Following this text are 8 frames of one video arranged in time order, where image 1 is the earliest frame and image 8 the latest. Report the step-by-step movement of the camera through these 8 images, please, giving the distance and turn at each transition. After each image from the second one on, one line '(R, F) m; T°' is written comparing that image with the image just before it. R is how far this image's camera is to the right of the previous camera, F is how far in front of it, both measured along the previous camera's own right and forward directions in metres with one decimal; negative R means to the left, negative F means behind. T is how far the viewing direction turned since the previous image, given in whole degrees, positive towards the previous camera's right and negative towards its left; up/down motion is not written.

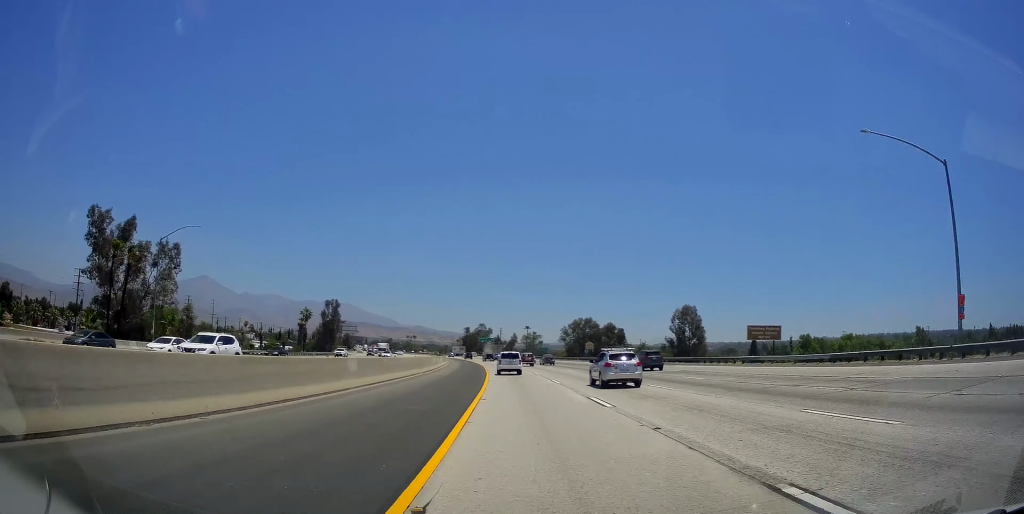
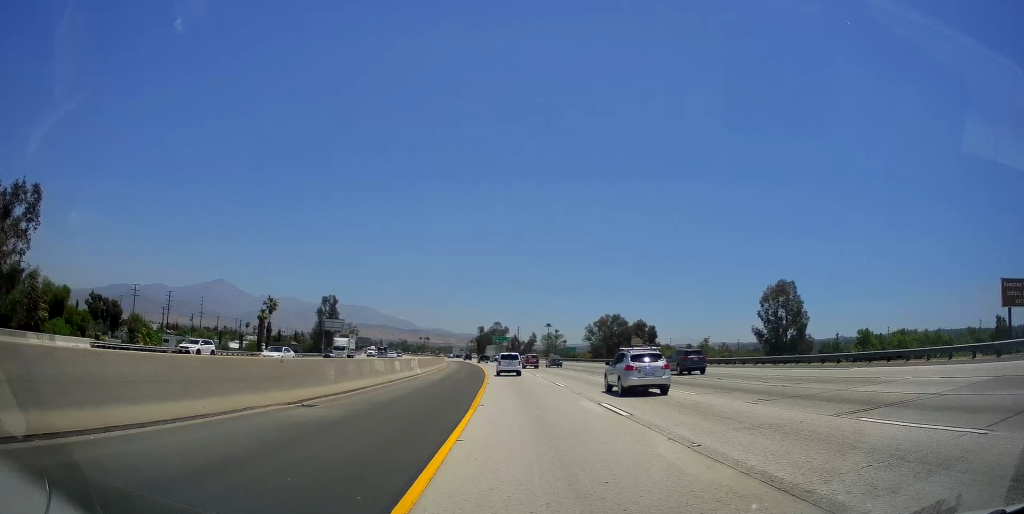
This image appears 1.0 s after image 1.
(-0.4, +32.0) m; -1°
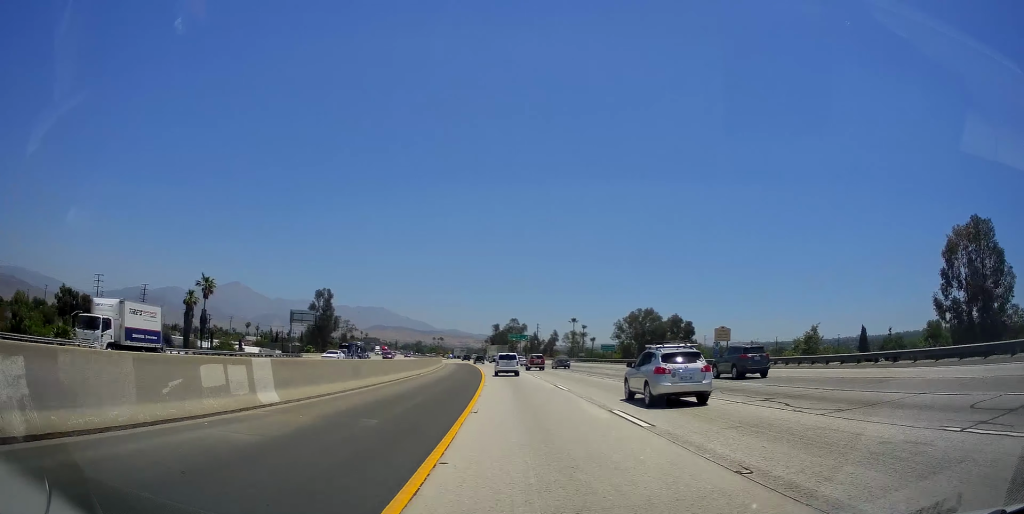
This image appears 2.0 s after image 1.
(-0.2, +30.8) m; -1°
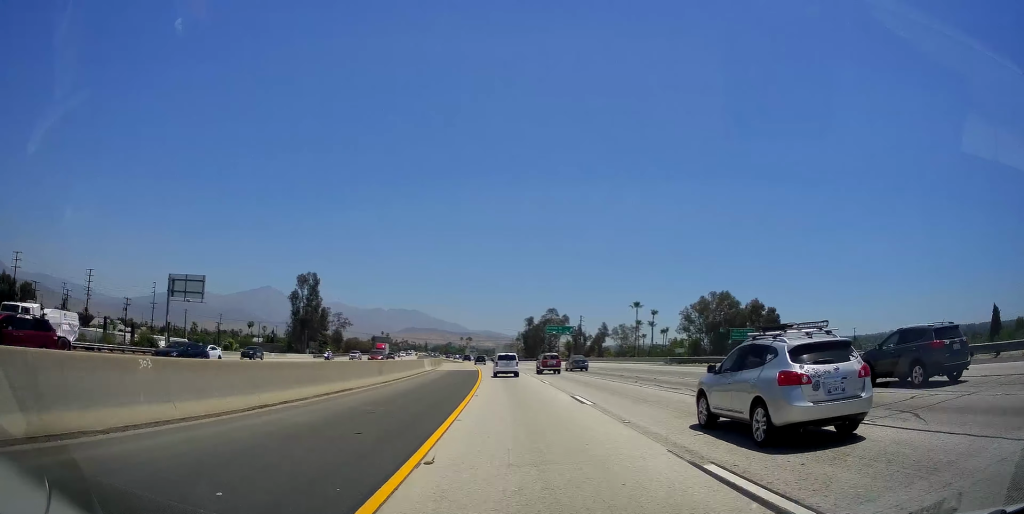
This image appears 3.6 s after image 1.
(-1.9, +49.8) m; -4°
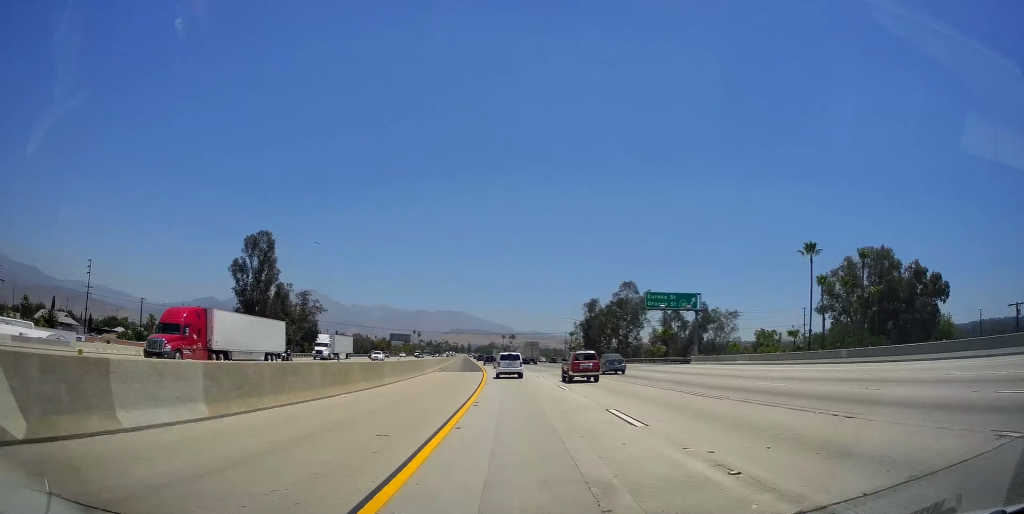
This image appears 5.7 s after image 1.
(-2.0, +66.4) m; -3°
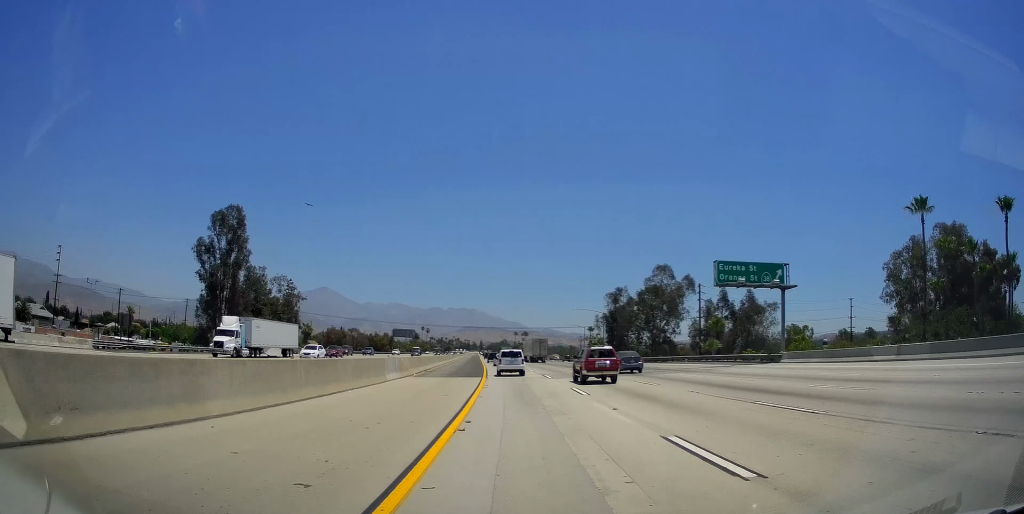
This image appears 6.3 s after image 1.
(-0.4, +19.3) m; -1°
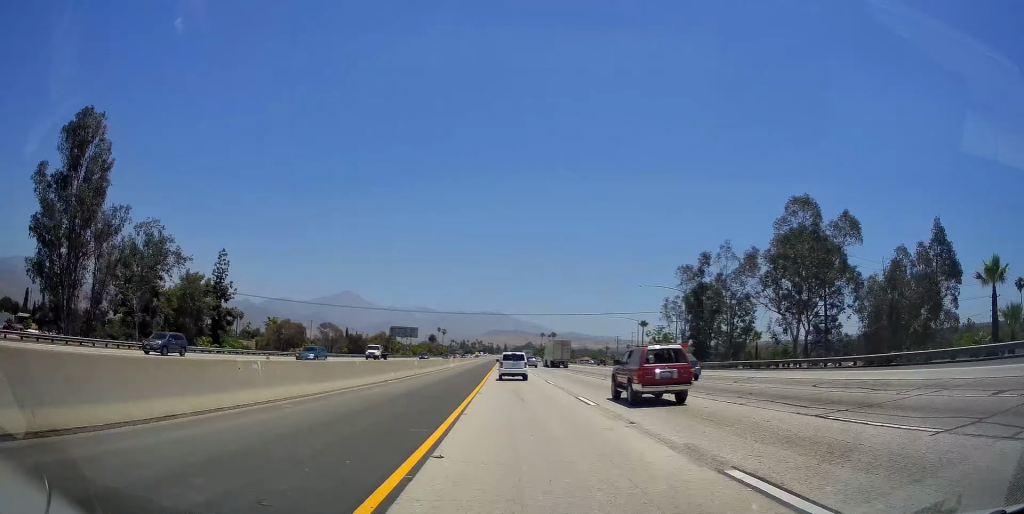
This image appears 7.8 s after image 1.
(-1.3, +45.4) m; -3°
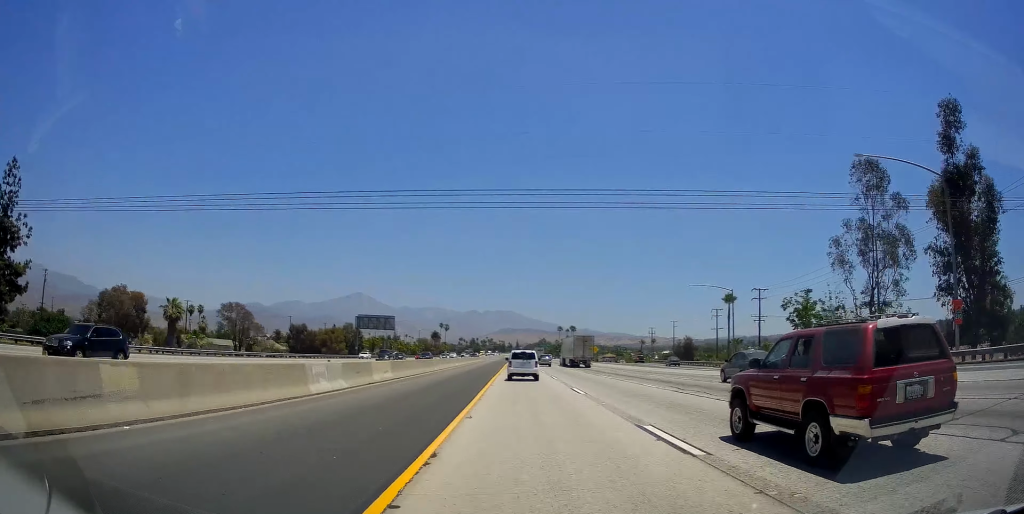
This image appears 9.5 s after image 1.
(-1.2, +53.7) m; -2°
